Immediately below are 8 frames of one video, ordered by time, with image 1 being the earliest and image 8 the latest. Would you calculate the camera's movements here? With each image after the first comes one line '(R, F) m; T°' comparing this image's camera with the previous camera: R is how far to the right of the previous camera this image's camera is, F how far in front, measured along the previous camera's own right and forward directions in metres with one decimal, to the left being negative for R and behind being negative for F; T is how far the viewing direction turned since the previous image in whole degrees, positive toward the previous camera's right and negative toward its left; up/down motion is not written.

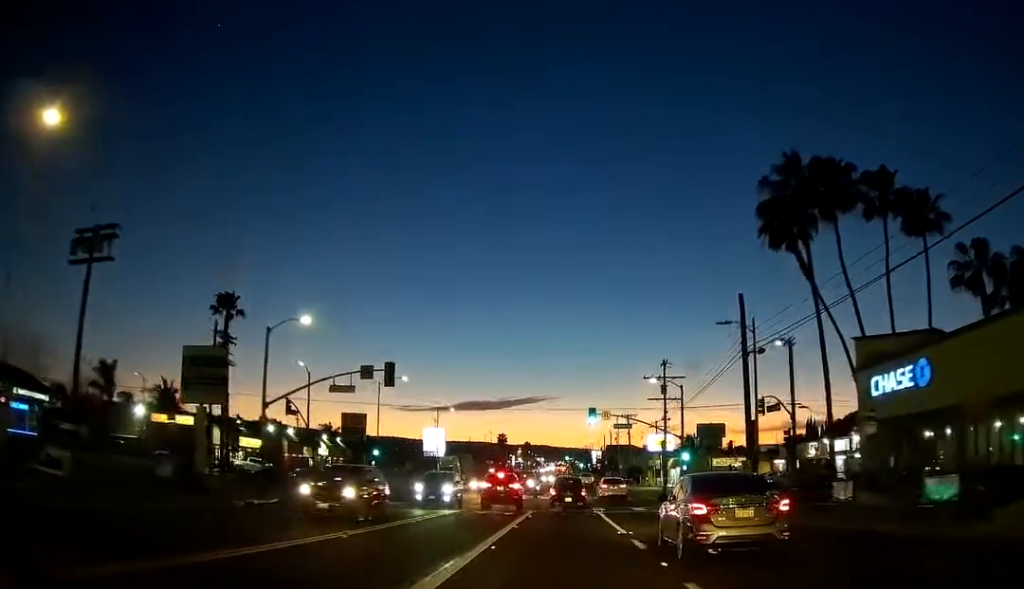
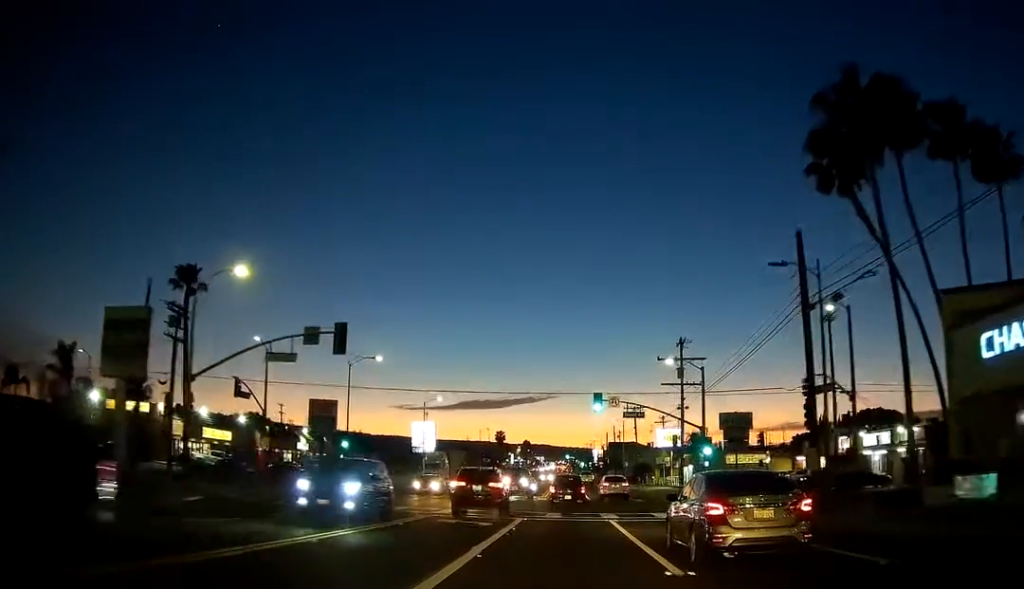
(0.0, +8.9) m; 0°
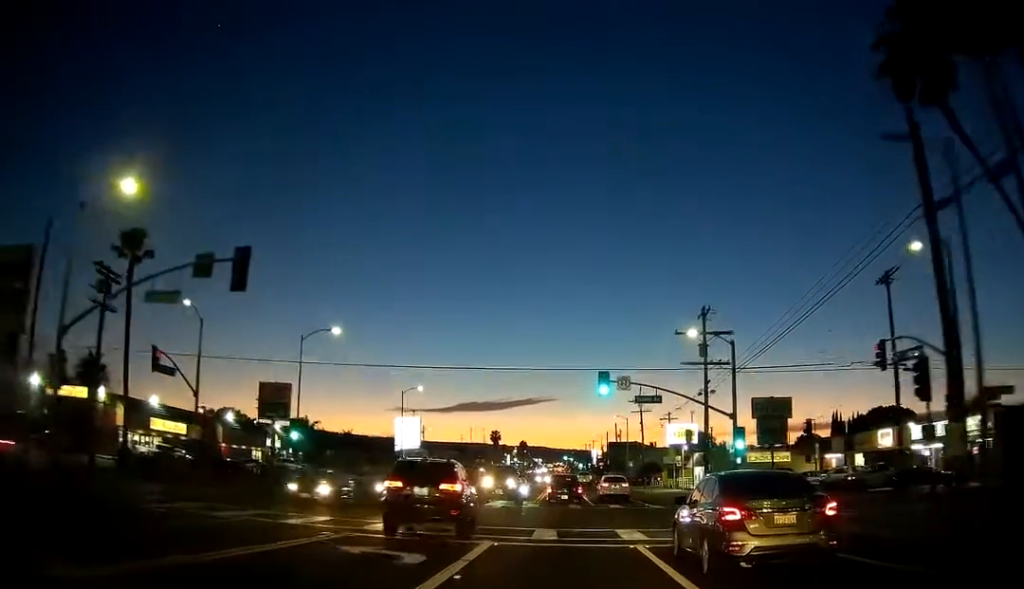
(0.0, +10.4) m; +1°
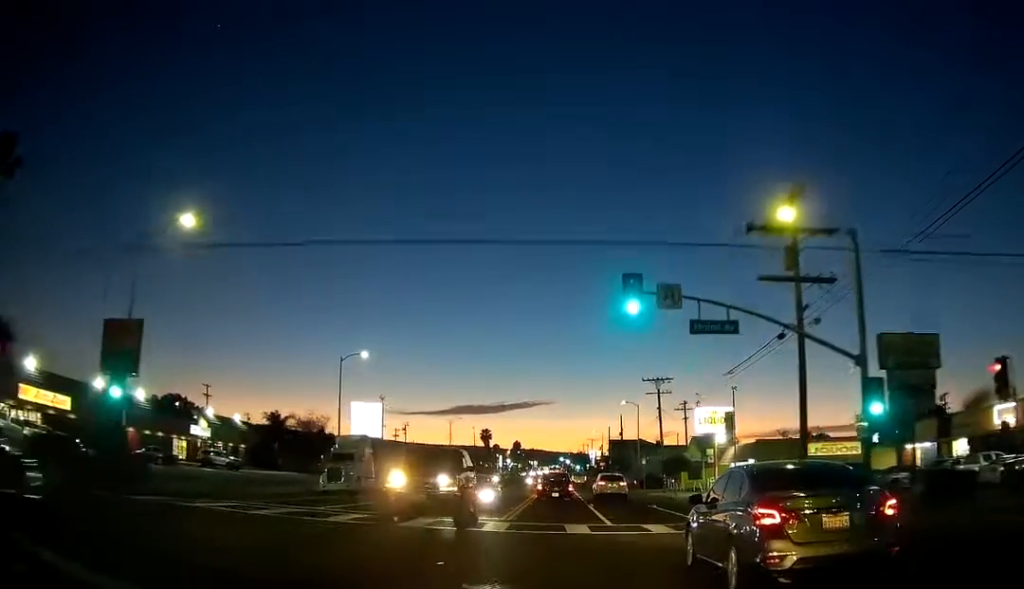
(+0.2, +19.9) m; 0°
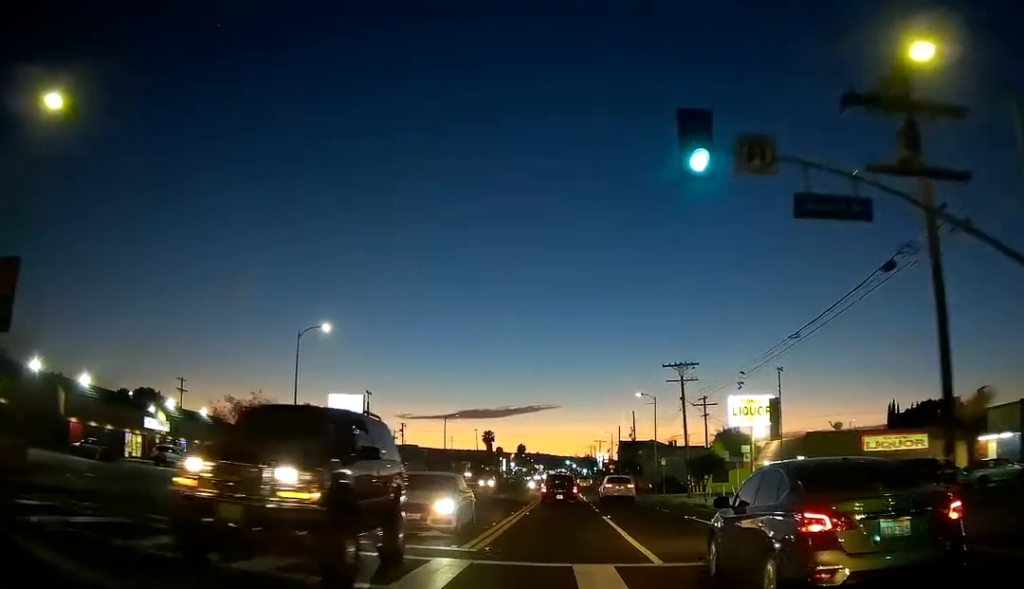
(-0.1, +10.7) m; 0°
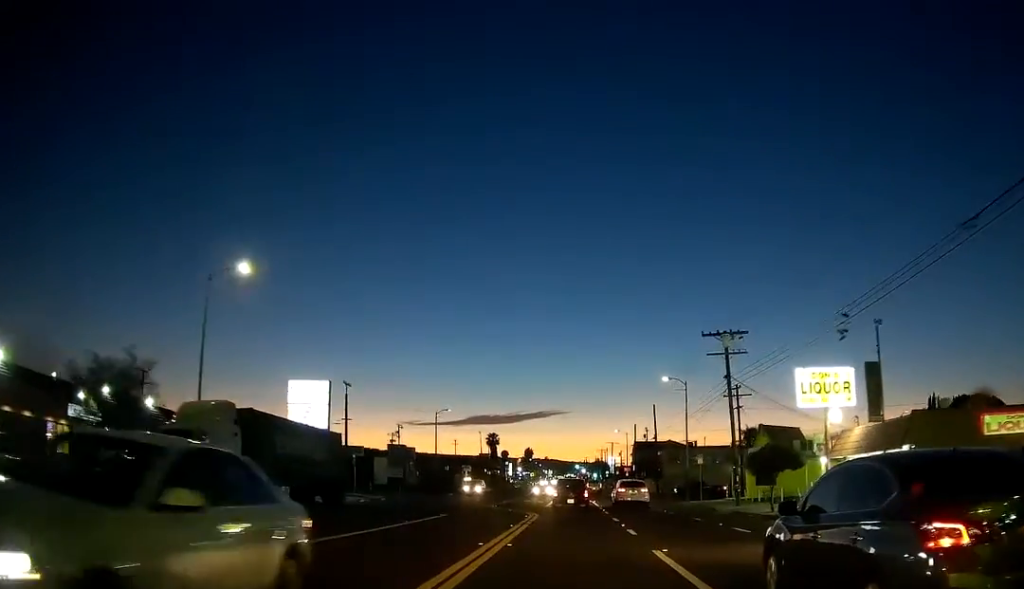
(-0.1, +13.5) m; 0°
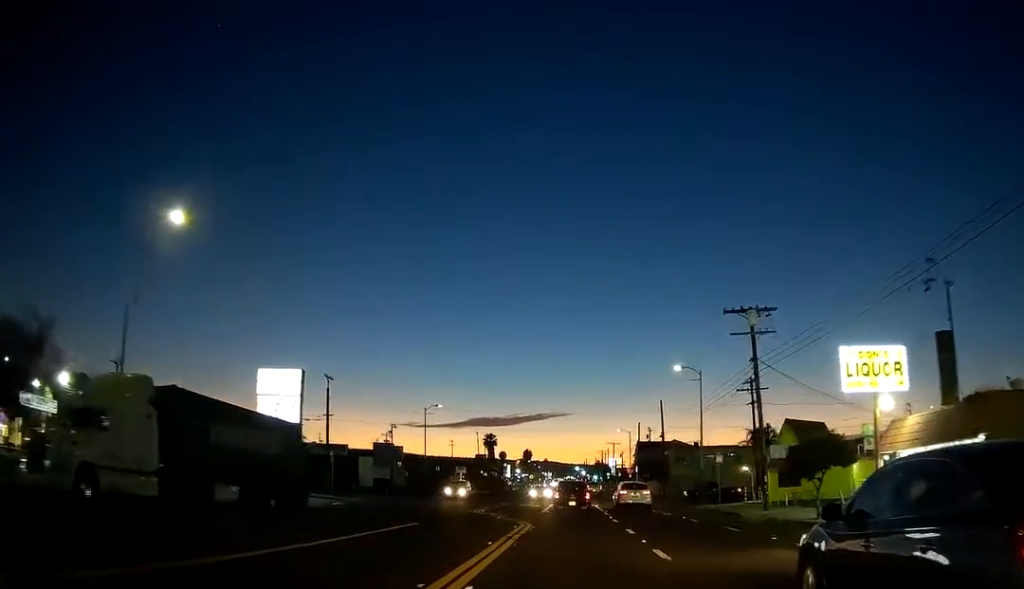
(0.0, +6.4) m; 0°
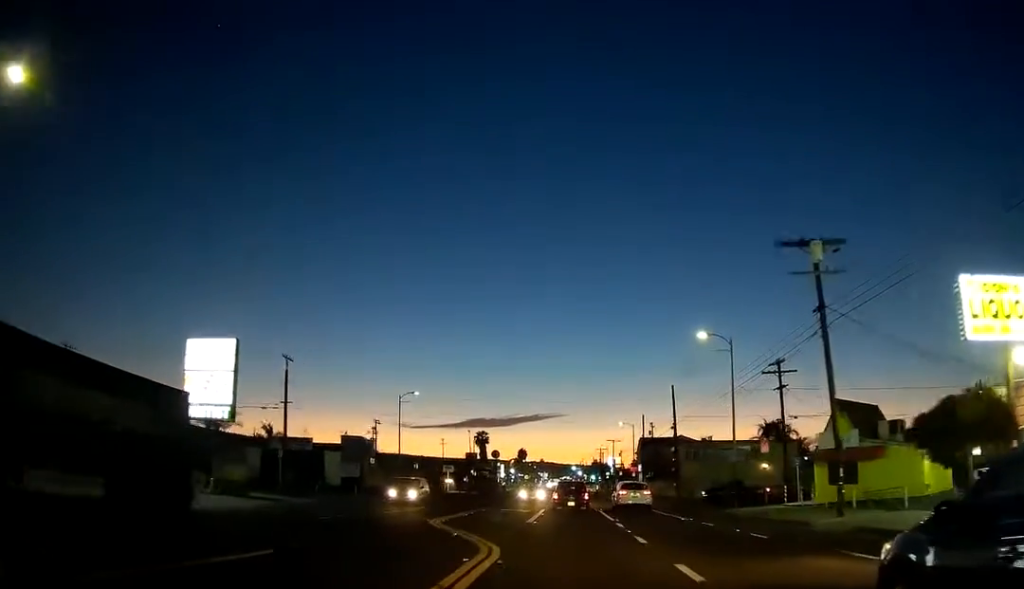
(0.0, +11.4) m; 0°
